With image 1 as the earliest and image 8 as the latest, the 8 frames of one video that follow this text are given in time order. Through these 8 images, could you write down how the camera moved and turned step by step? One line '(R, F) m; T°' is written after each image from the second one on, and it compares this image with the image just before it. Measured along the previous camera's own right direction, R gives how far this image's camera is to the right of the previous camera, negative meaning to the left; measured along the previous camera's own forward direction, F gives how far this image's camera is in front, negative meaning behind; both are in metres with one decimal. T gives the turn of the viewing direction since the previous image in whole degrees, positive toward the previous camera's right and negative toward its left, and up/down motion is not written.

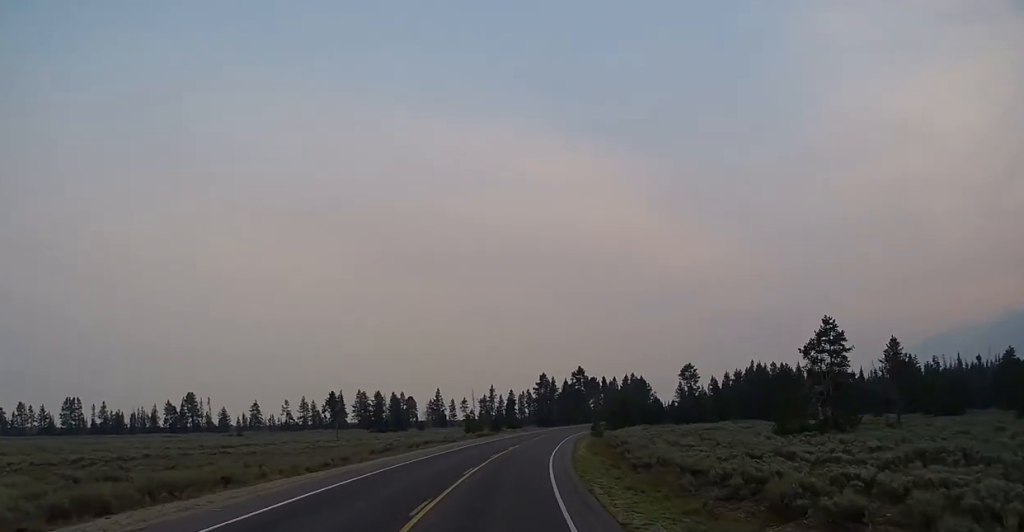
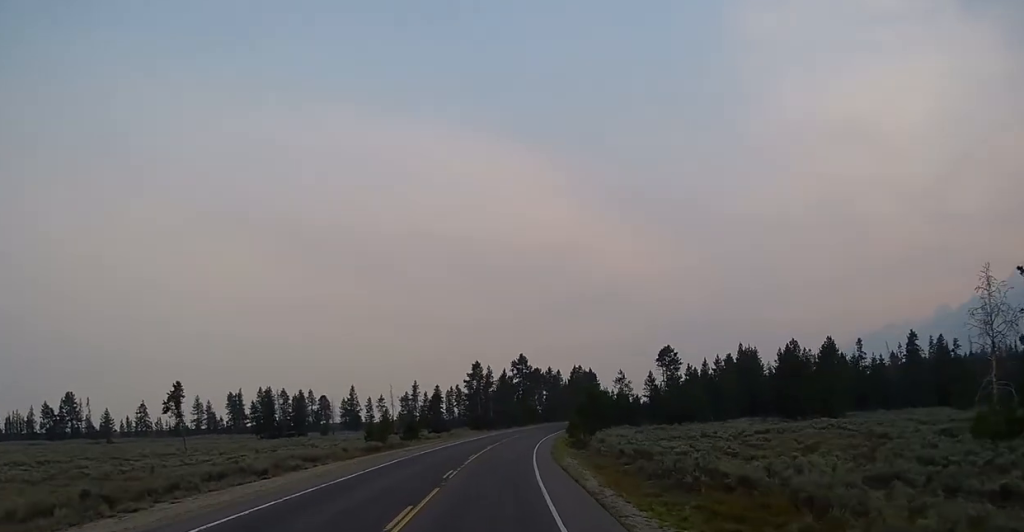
(+2.0, +39.2) m; +6°
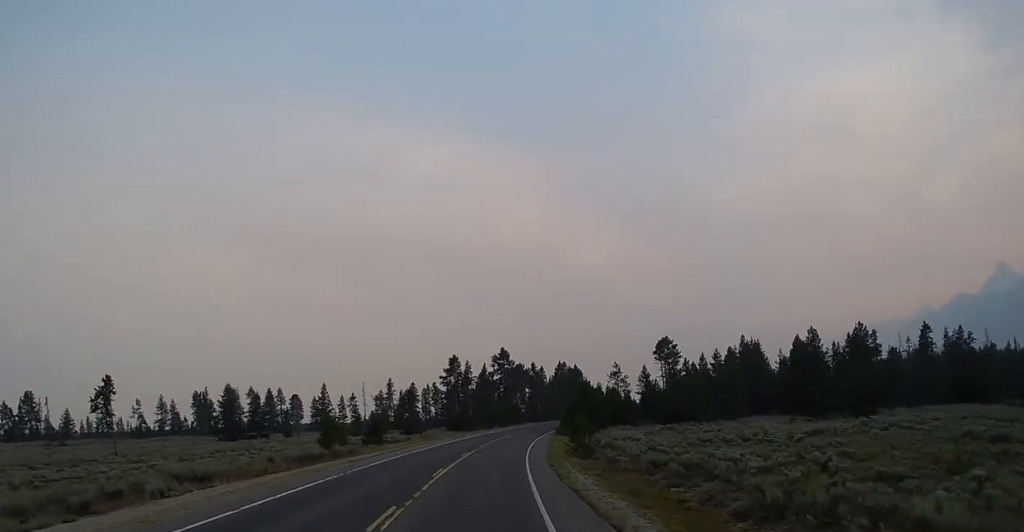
(+0.2, +12.4) m; +1°
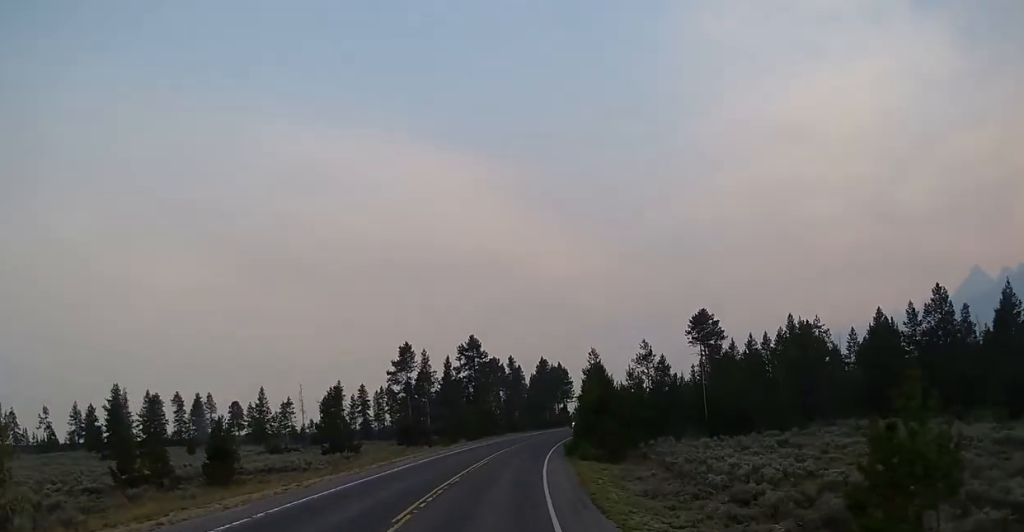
(+0.5, +33.3) m; +4°
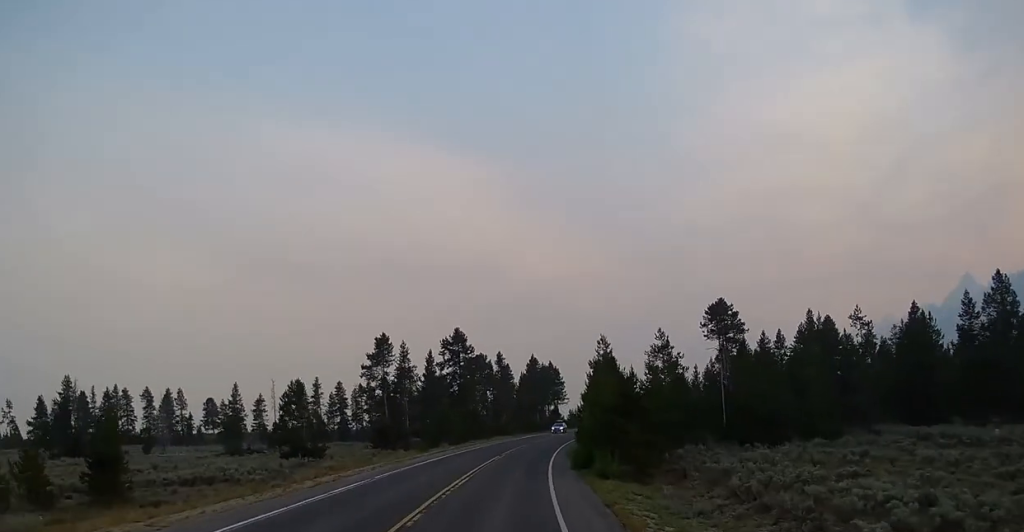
(+0.4, +10.1) m; +1°
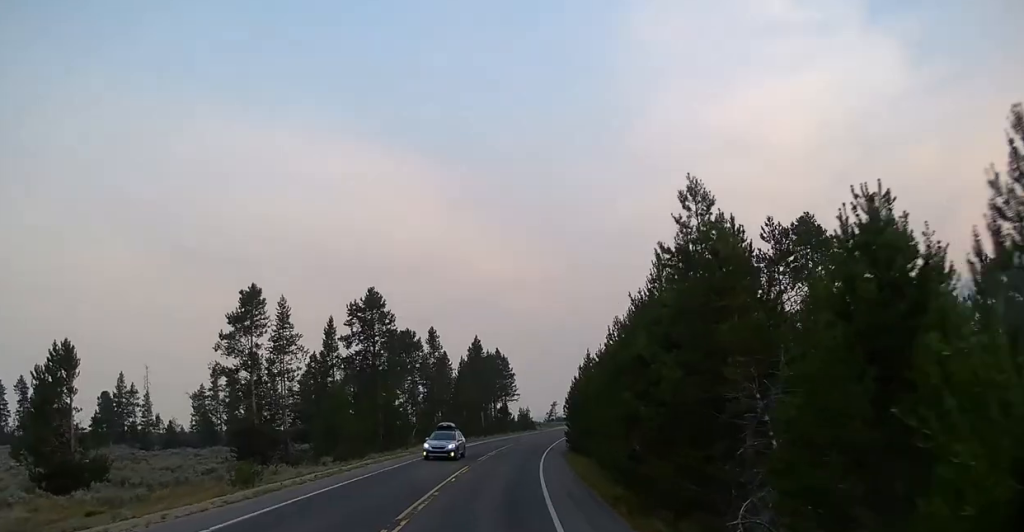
(+0.9, +31.2) m; +4°
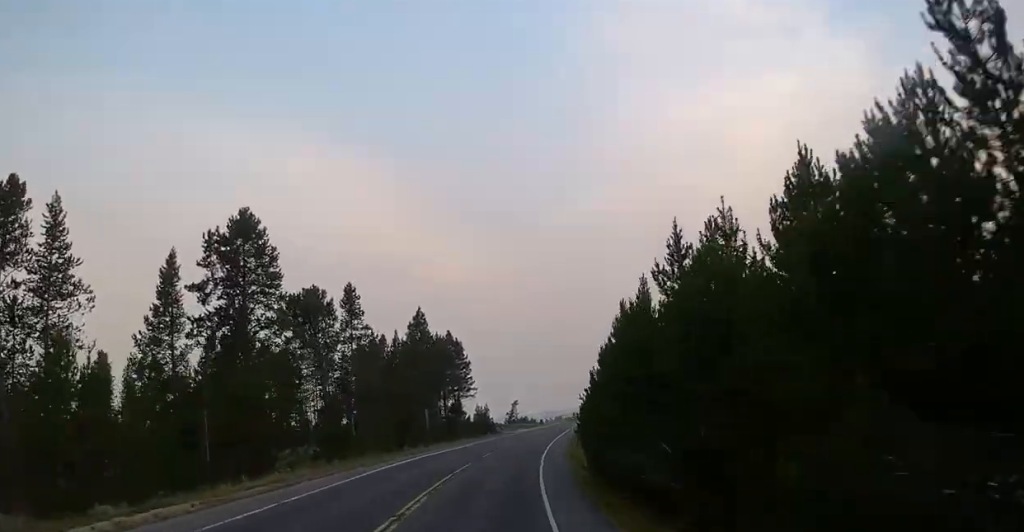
(+1.2, +27.5) m; +4°
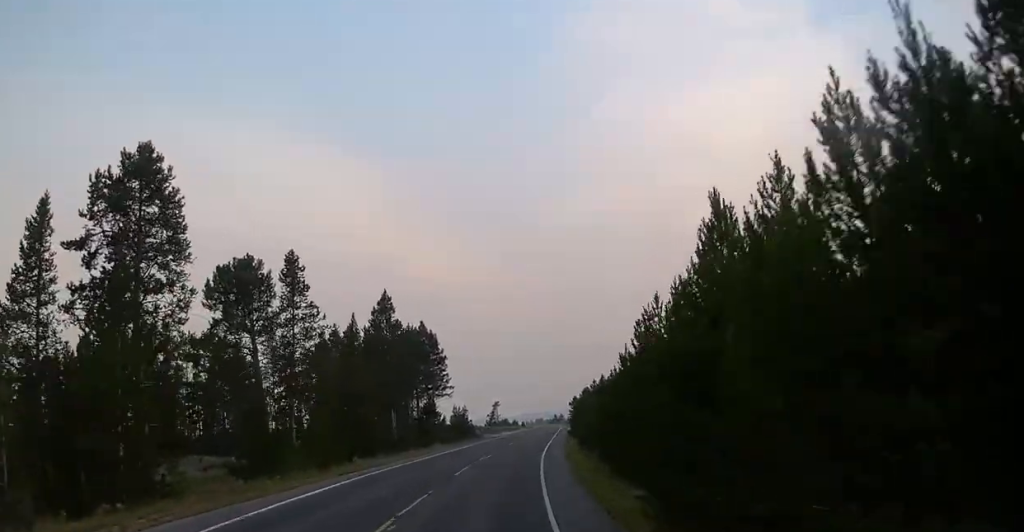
(+0.1, +11.7) m; +2°
